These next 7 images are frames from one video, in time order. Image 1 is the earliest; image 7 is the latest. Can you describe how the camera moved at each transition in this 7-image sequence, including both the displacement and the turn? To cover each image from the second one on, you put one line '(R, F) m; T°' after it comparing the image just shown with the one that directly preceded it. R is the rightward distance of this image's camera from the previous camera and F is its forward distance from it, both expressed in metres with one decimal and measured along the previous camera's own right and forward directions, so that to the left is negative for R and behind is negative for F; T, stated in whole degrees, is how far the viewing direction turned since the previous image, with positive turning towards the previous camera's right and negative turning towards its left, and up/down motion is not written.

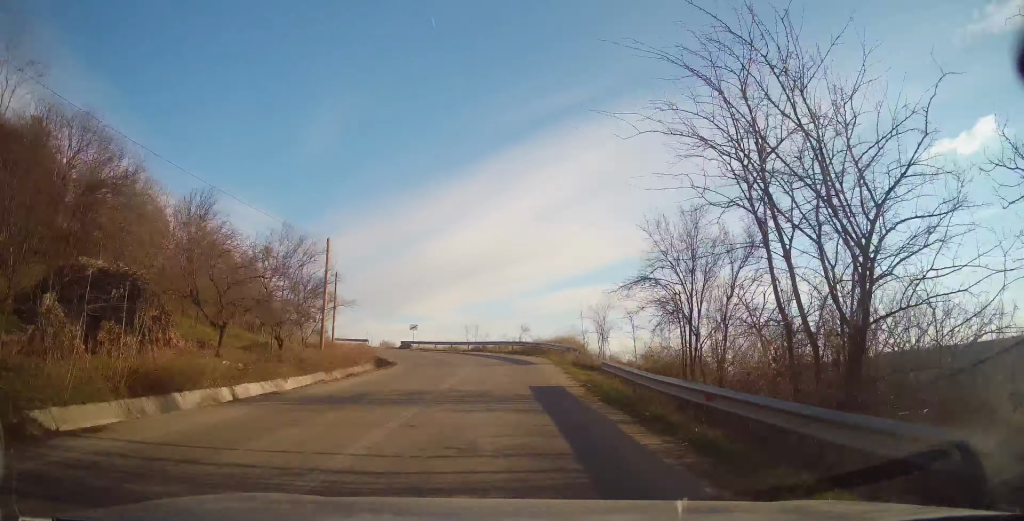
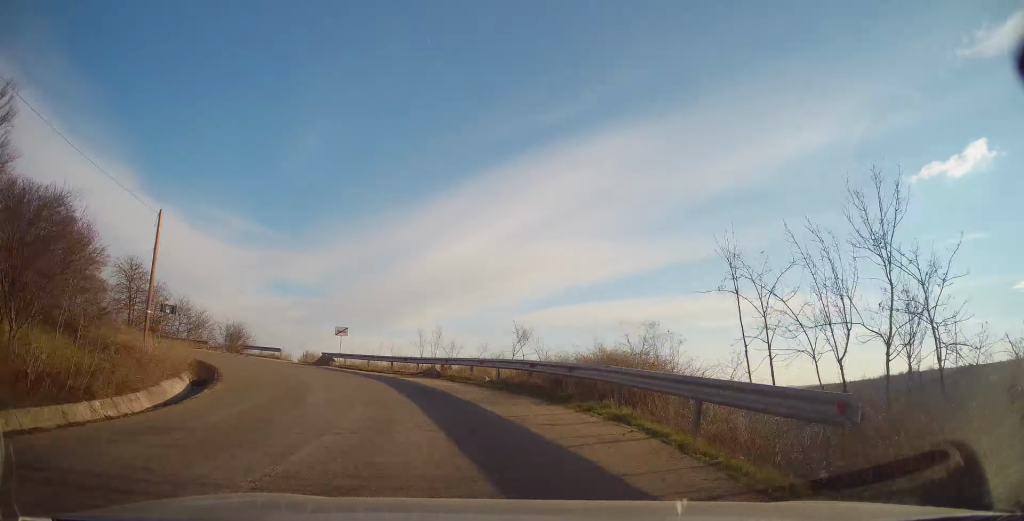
(+0.1, +21.3) m; -5°
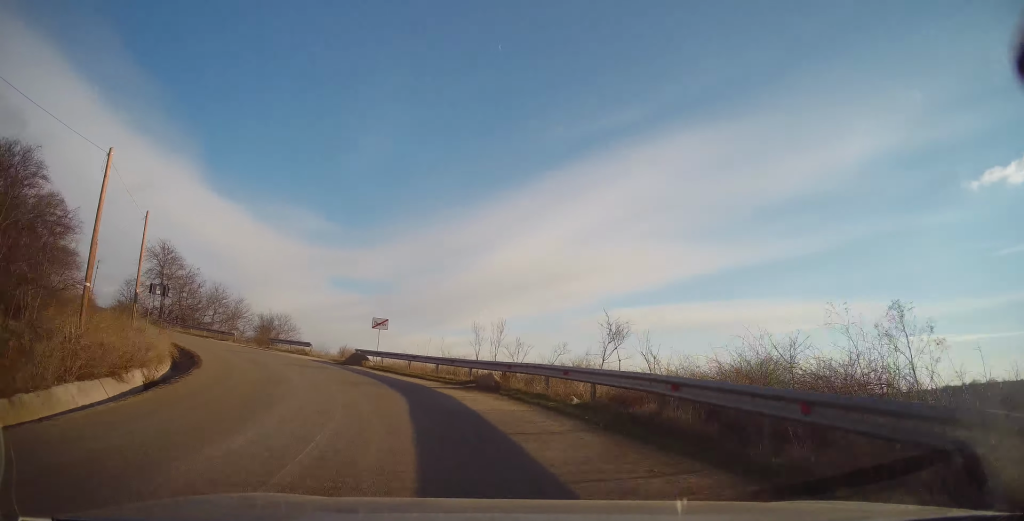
(-0.1, +7.7) m; -6°
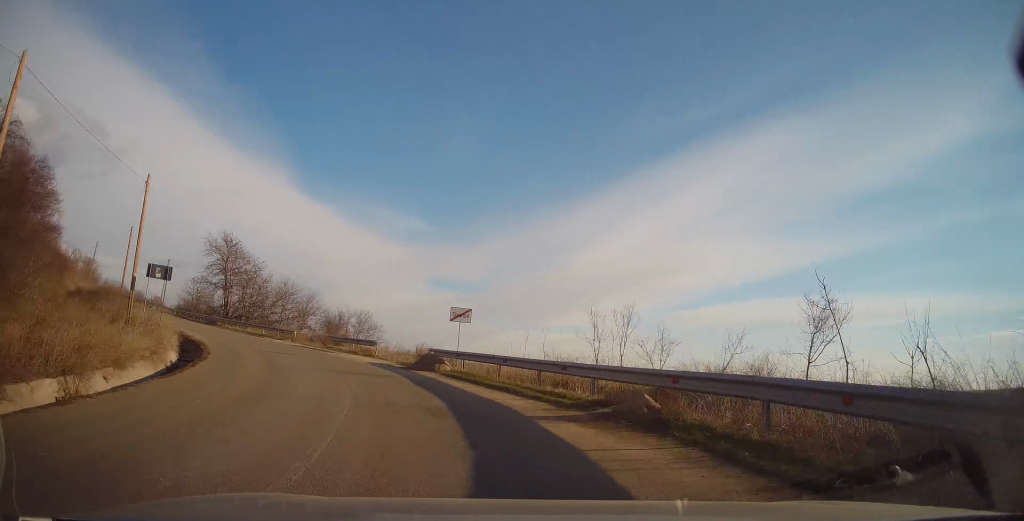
(-0.6, +7.5) m; -9°
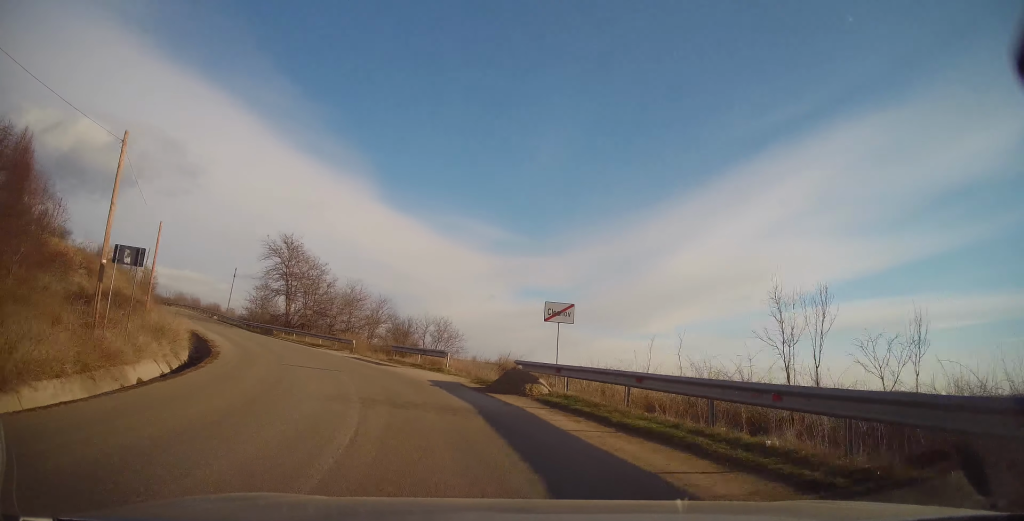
(-0.6, +7.2) m; -9°
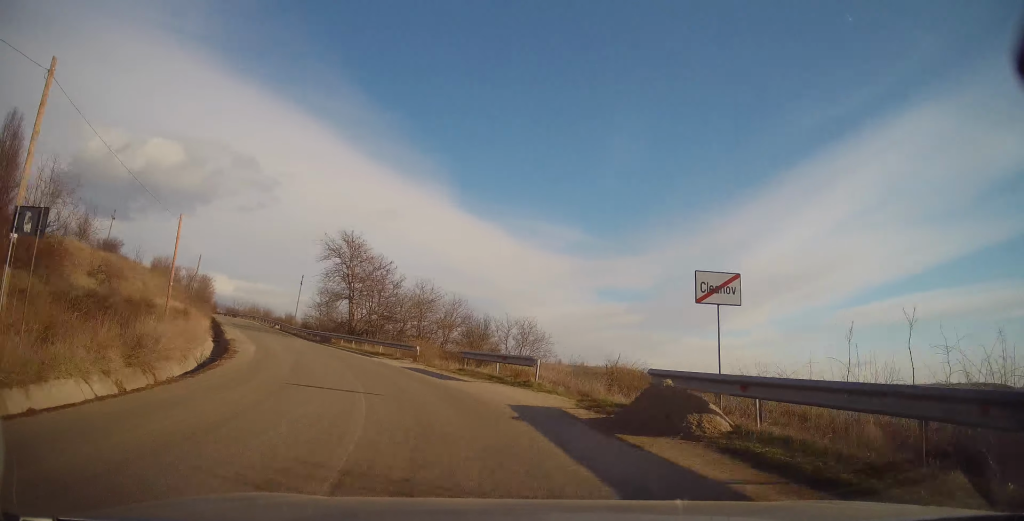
(-0.4, +6.4) m; -7°
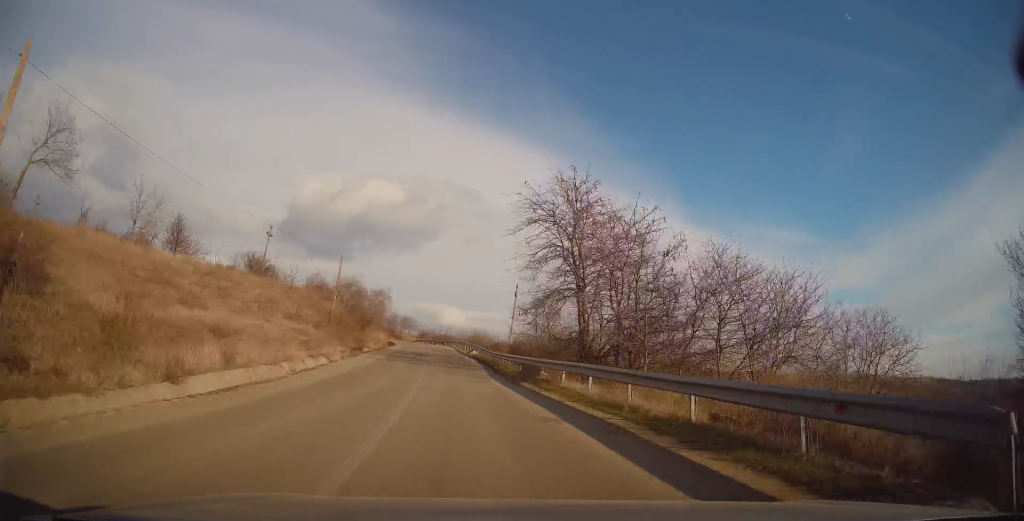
(-5.1, +23.5) m; -22°
